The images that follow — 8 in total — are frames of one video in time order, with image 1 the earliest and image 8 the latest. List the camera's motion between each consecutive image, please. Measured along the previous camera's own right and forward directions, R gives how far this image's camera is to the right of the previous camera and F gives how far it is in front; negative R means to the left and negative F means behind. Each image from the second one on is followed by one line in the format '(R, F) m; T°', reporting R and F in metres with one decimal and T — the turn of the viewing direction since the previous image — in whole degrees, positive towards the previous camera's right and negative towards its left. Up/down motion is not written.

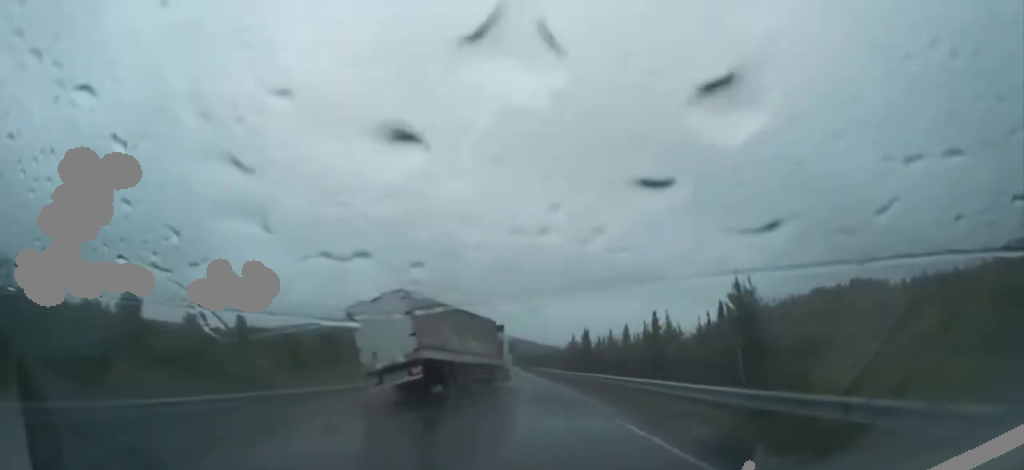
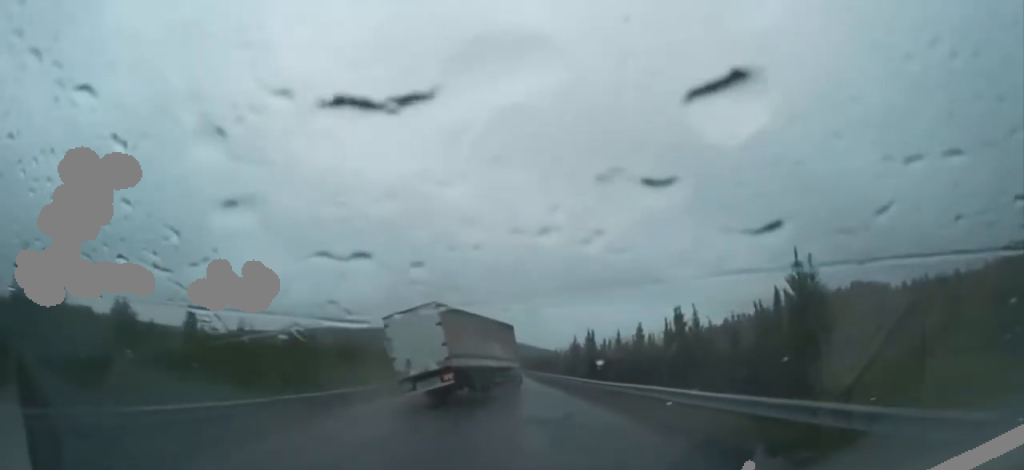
(0.0, +7.4) m; 0°
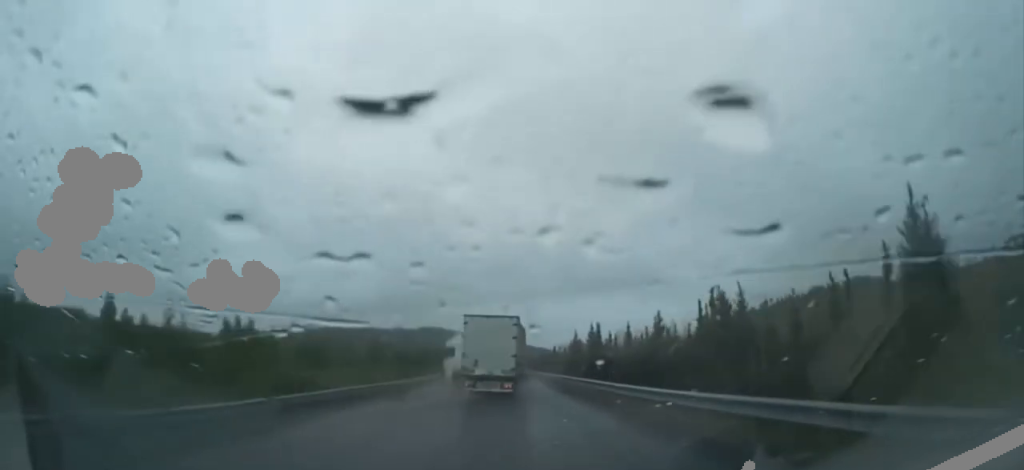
(0.0, +8.7) m; 0°
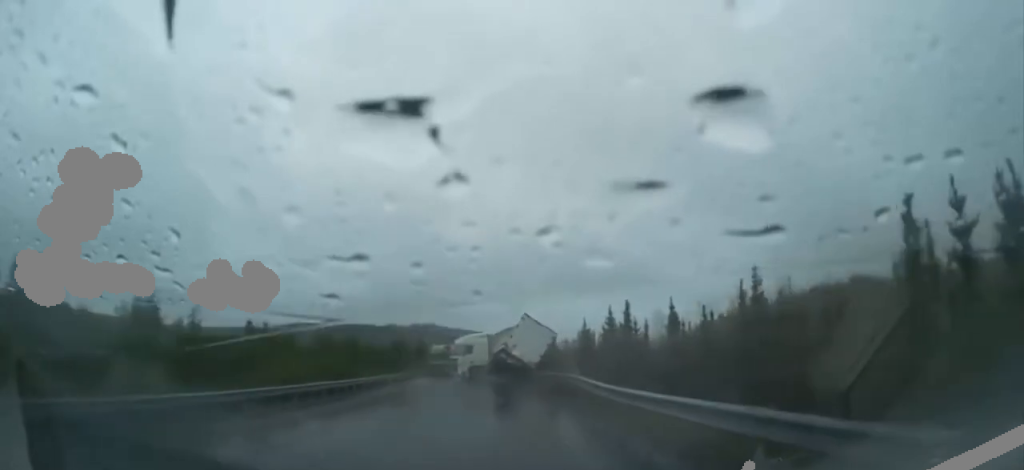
(+0.1, +18.4) m; -1°
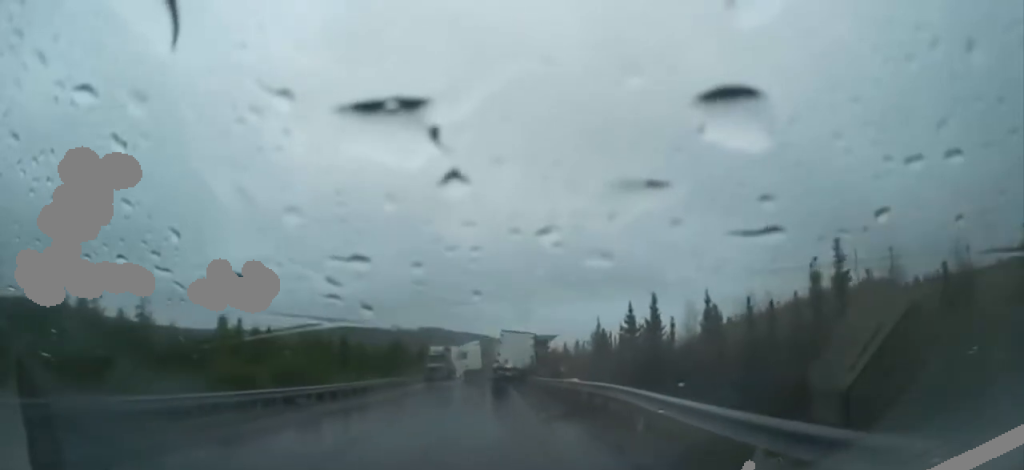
(-0.2, +6.1) m; -1°
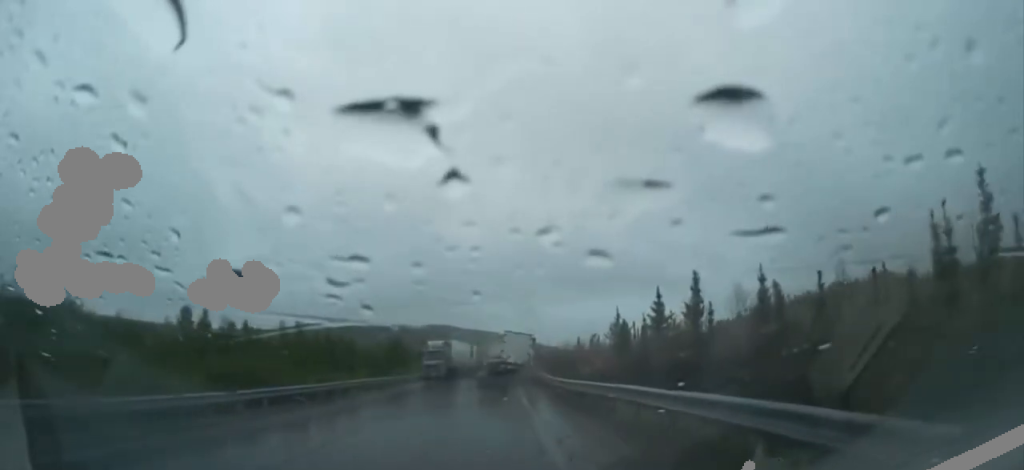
(0.0, +6.9) m; 0°
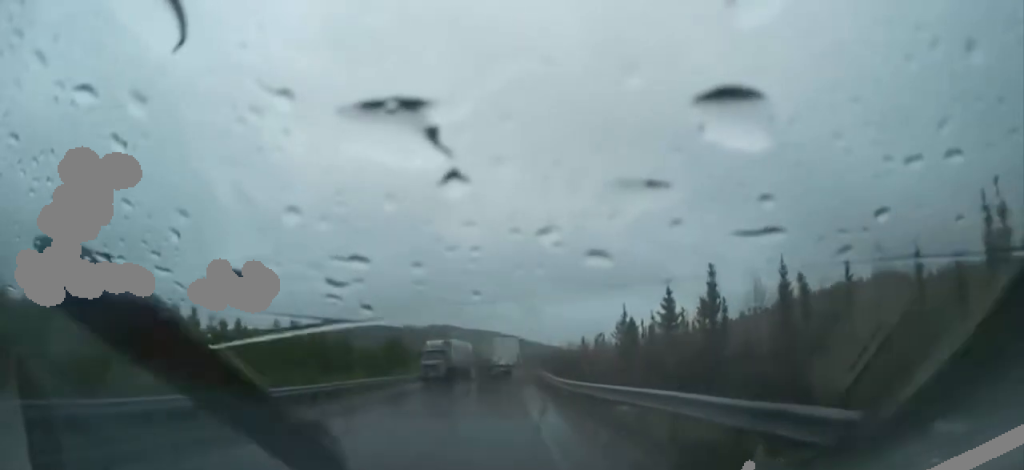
(0.0, +2.0) m; +1°
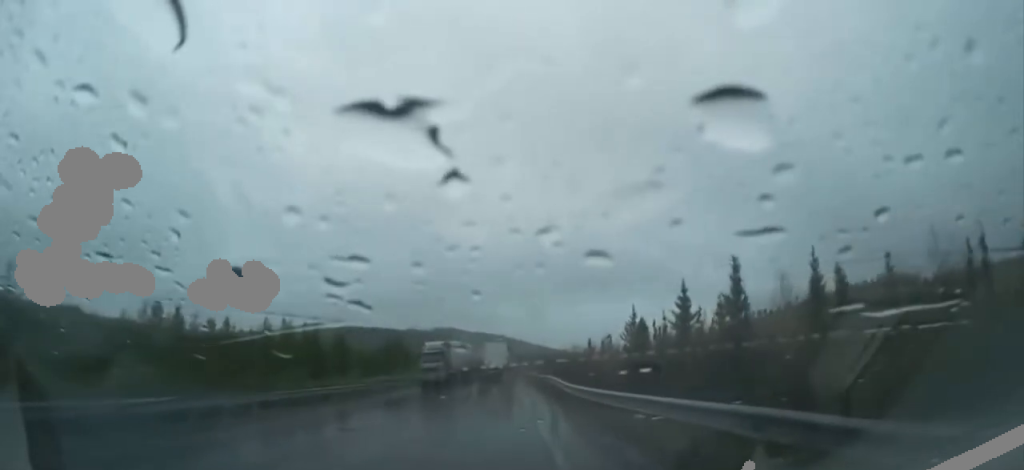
(0.0, +3.0) m; 0°
